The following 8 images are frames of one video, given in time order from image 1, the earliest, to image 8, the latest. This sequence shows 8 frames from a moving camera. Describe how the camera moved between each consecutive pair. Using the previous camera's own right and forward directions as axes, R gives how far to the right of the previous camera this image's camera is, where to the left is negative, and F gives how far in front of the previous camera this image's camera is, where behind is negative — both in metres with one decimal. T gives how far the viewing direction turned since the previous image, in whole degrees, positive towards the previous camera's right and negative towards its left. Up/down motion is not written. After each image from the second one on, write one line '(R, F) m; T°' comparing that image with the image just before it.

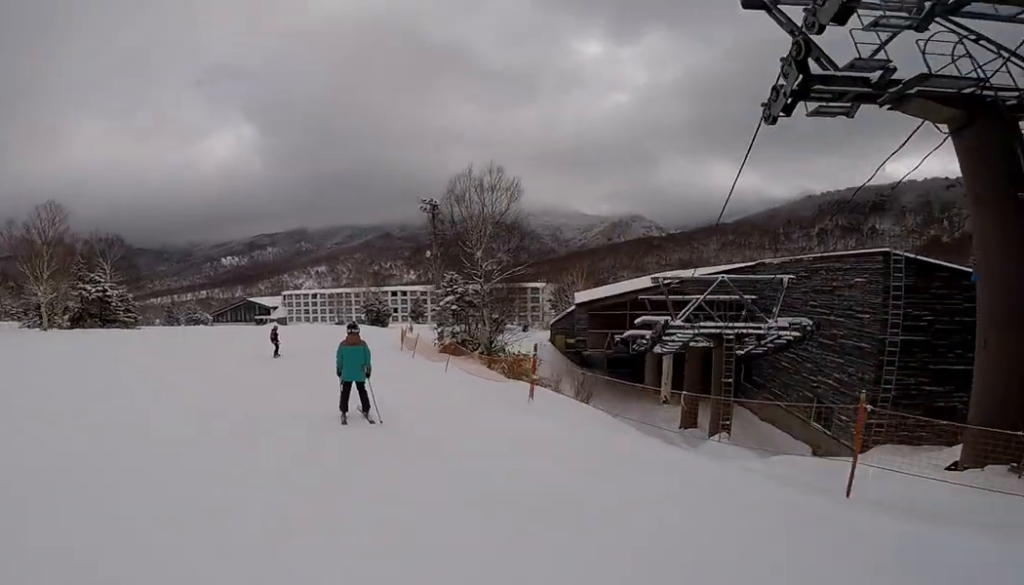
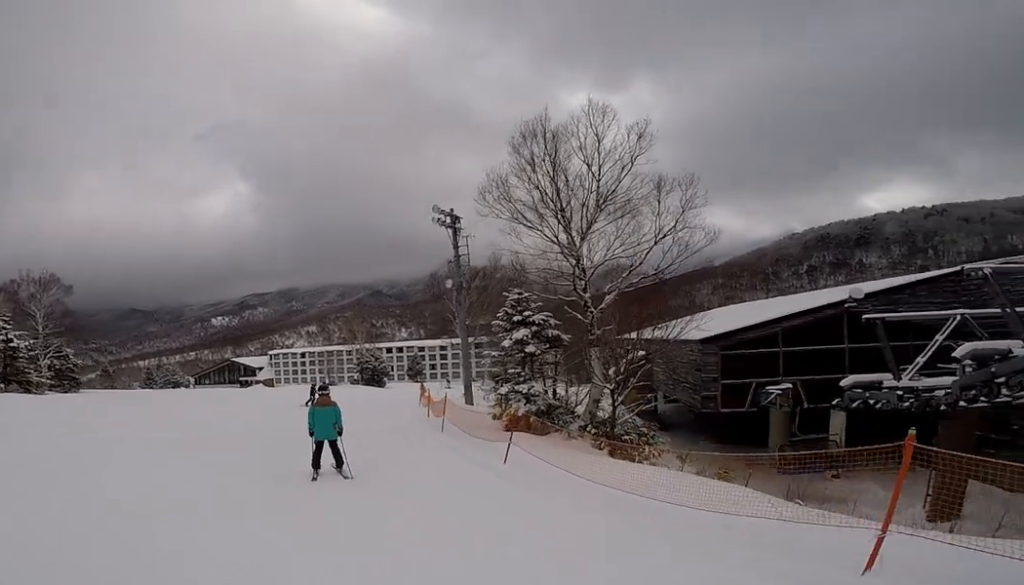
(0.0, +10.1) m; 0°
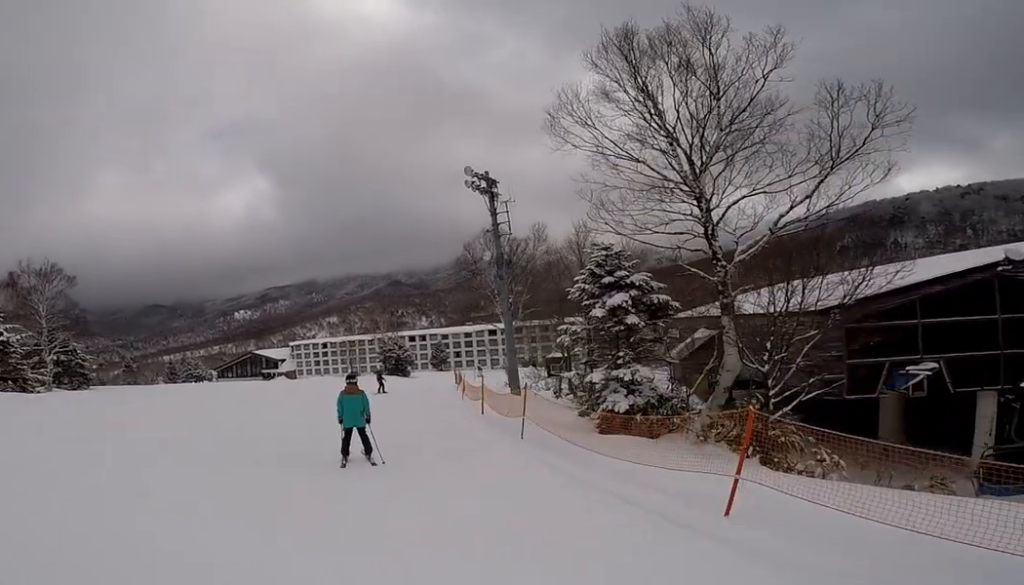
(0.0, +3.6) m; 0°
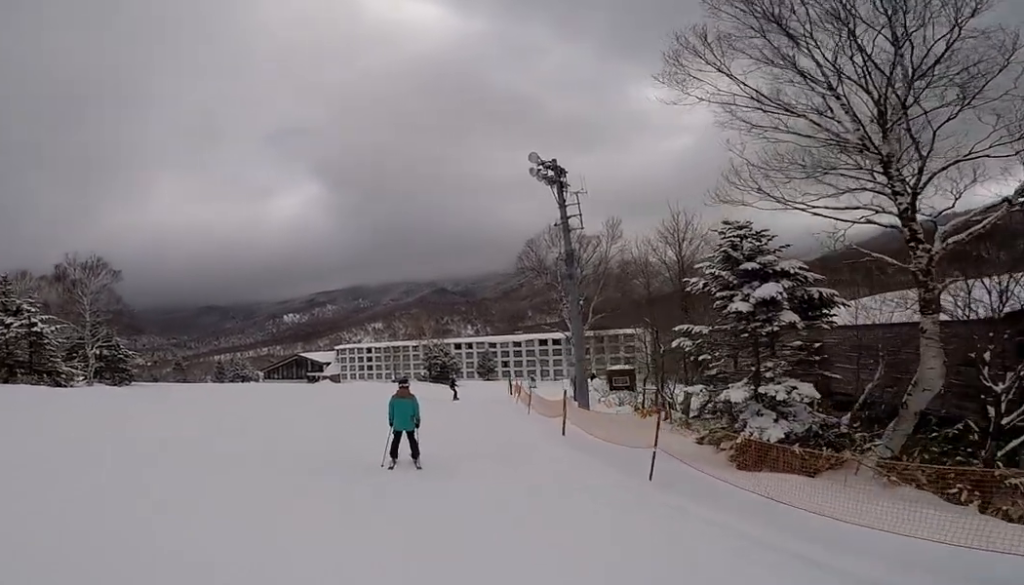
(0.0, +2.3) m; 0°
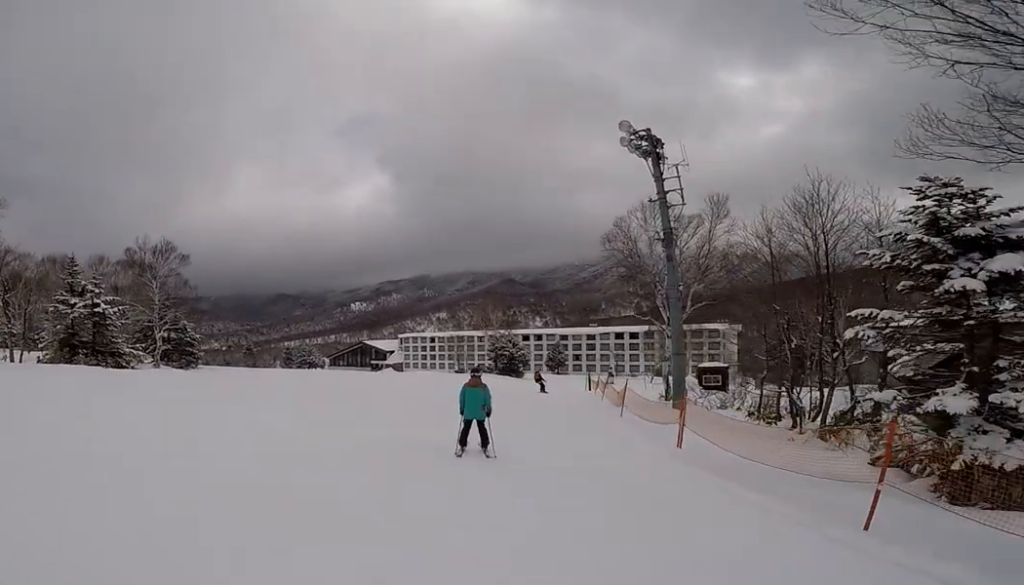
(0.0, +1.7) m; 0°
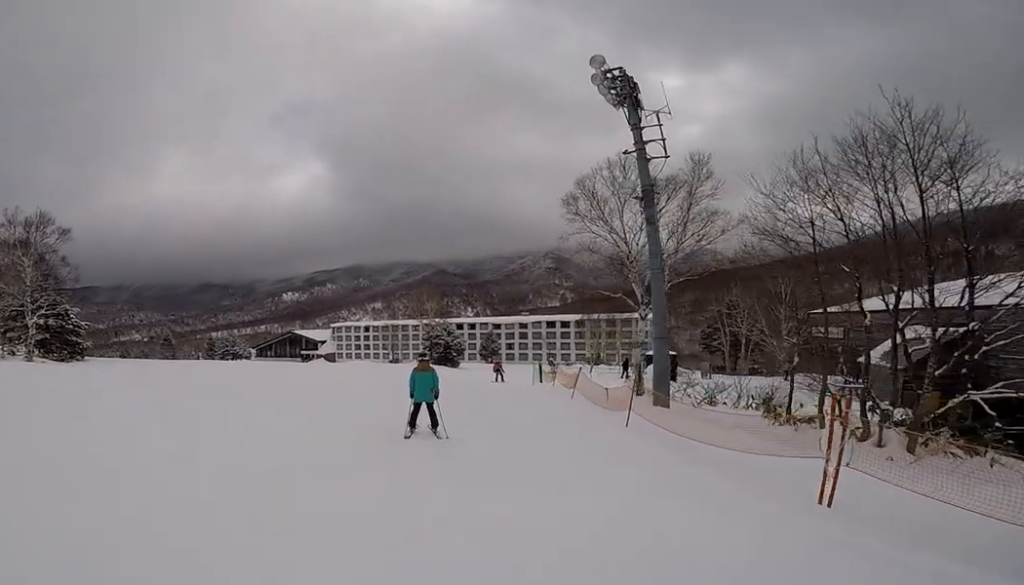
(0.0, +3.9) m; 0°
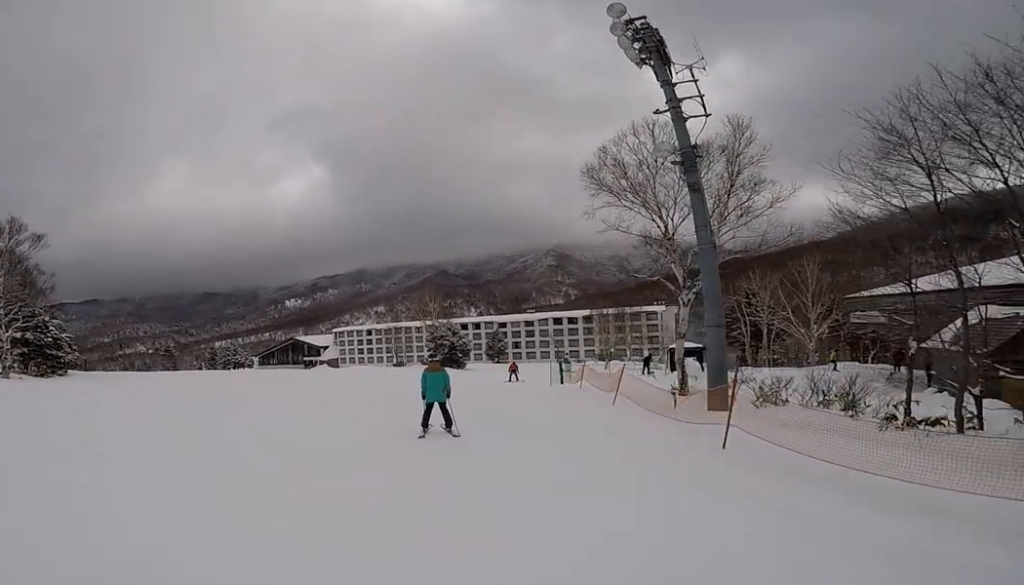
(0.0, +2.2) m; 0°
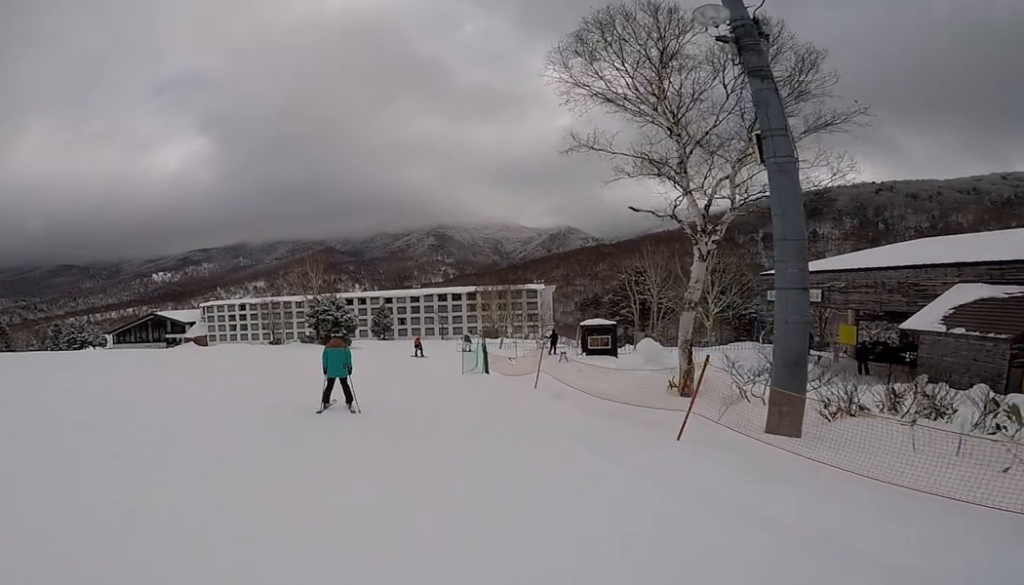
(0.0, +5.9) m; +2°
